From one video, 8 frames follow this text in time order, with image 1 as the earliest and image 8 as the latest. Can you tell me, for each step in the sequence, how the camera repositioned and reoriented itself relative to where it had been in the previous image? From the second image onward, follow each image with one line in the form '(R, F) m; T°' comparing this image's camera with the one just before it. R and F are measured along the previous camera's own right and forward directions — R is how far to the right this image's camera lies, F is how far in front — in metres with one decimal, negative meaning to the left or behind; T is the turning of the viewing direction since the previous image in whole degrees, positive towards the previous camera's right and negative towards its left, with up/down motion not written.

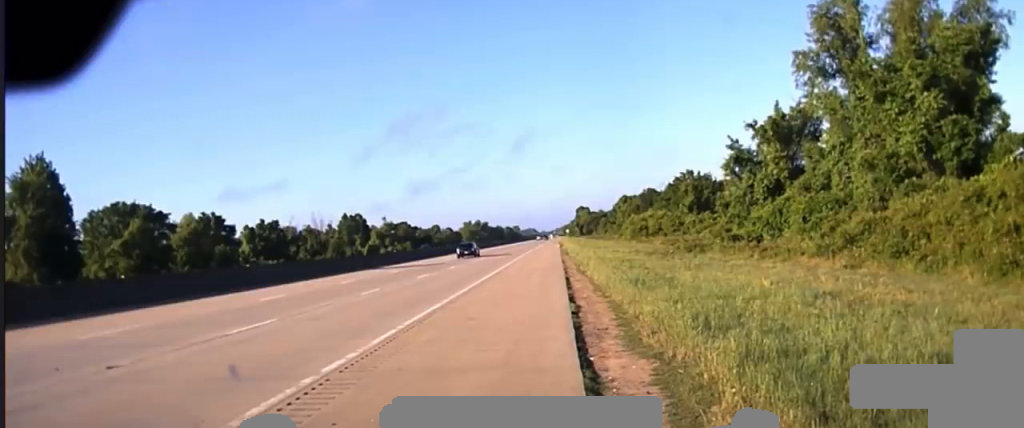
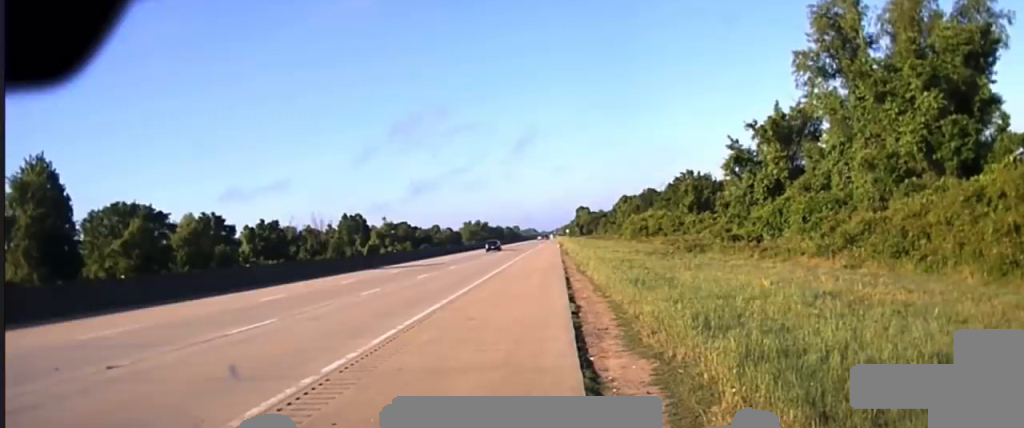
(0.0, 0.0) m; 0°
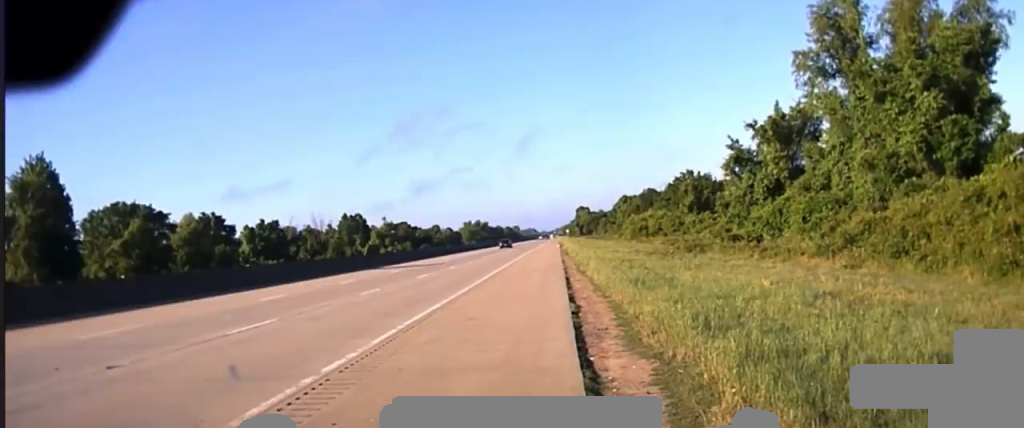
(0.0, 0.0) m; 0°
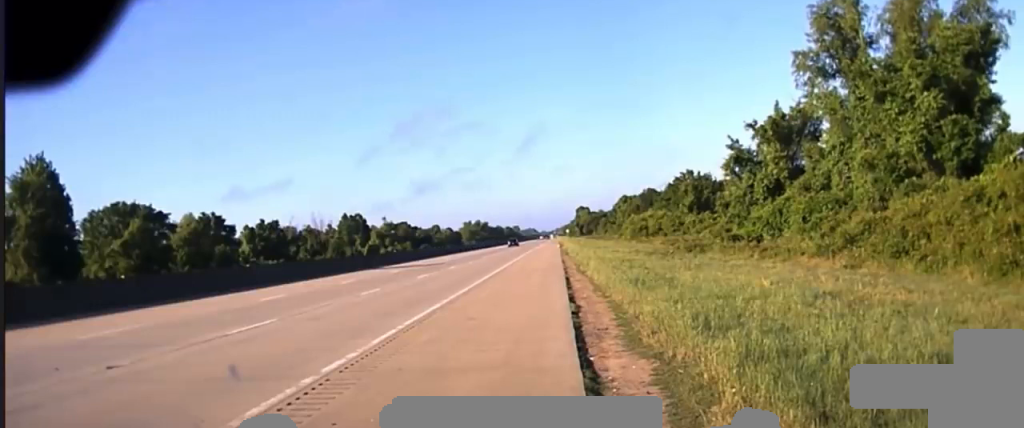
(0.0, 0.0) m; 0°
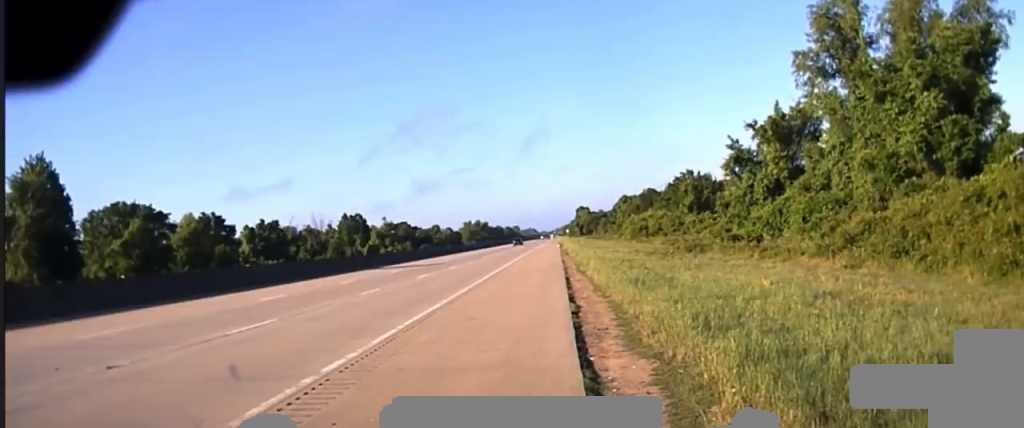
(0.0, 0.0) m; 0°
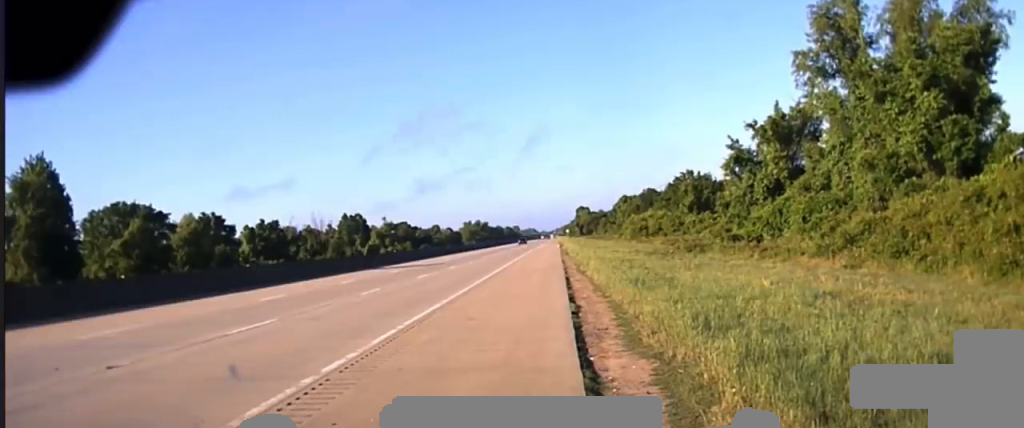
(0.0, 0.0) m; 0°
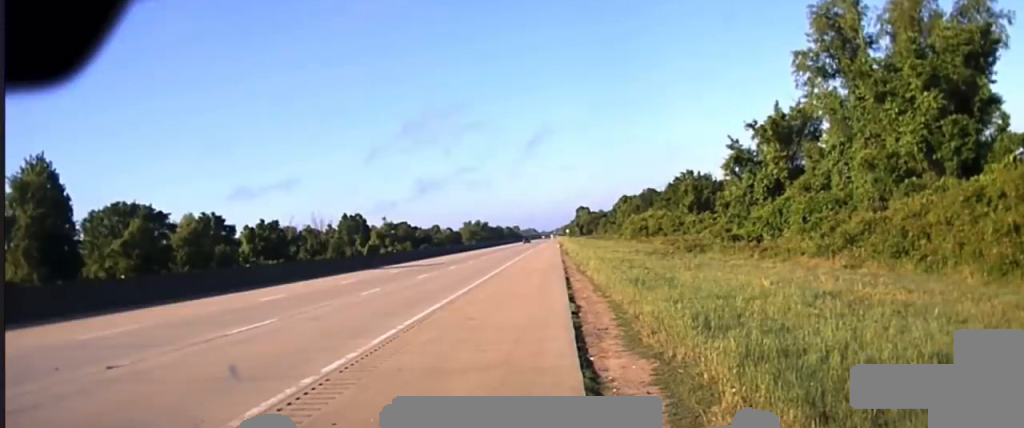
(0.0, 0.0) m; 0°
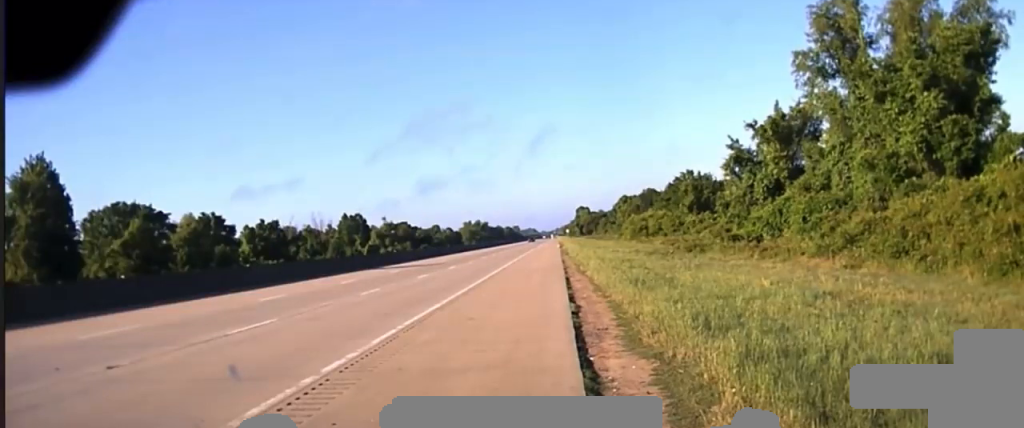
(0.0, 0.0) m; 0°
